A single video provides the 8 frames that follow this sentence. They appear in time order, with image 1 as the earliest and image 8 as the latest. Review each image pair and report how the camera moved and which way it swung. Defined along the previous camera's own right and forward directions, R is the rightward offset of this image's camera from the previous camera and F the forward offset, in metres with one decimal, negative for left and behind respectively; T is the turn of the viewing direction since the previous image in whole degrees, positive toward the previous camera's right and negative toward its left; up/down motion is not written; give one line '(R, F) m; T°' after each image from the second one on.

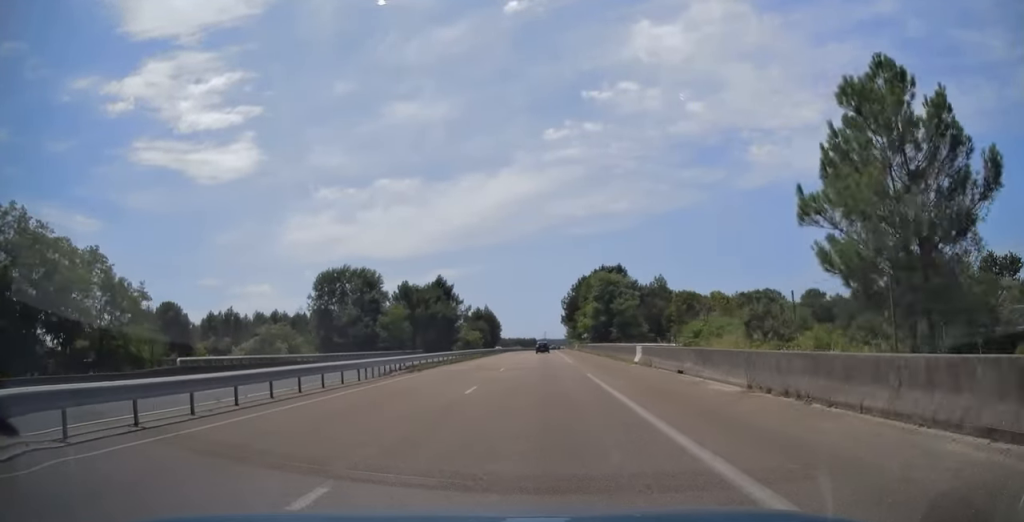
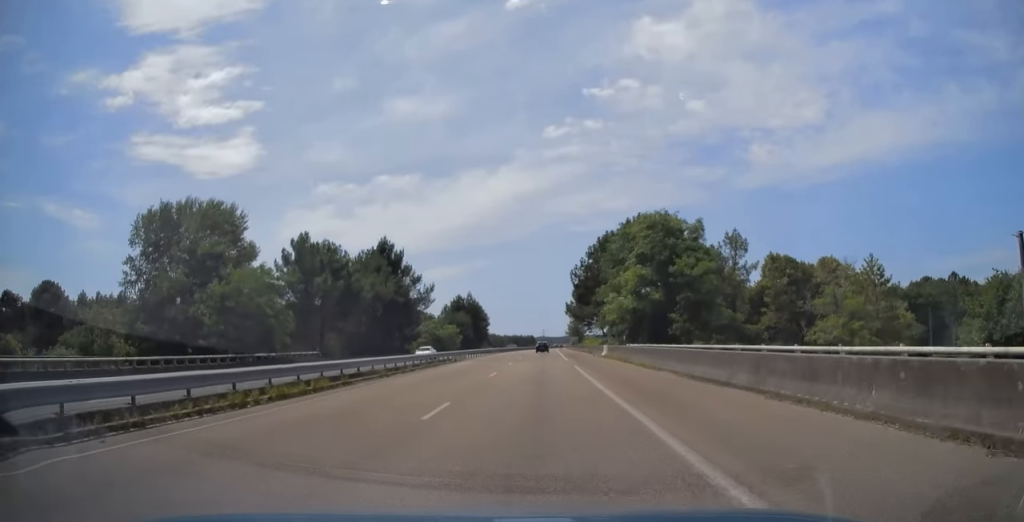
(0.0, +43.7) m; +1°
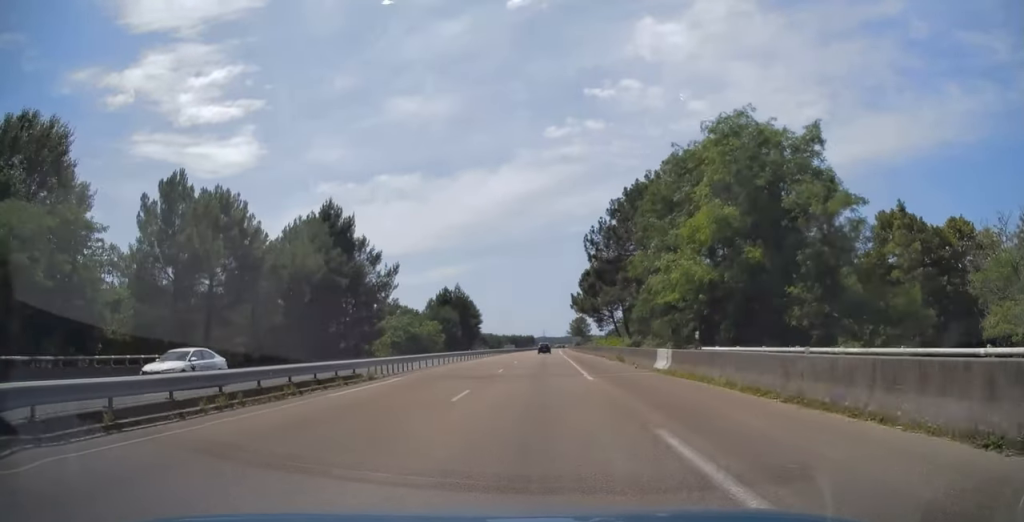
(+0.1, +22.7) m; 0°
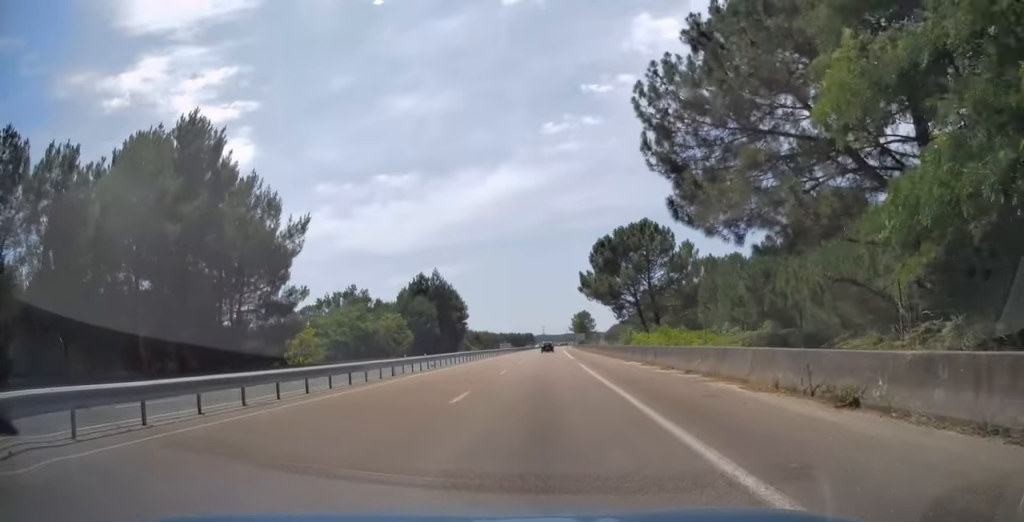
(0.0, +27.0) m; -1°
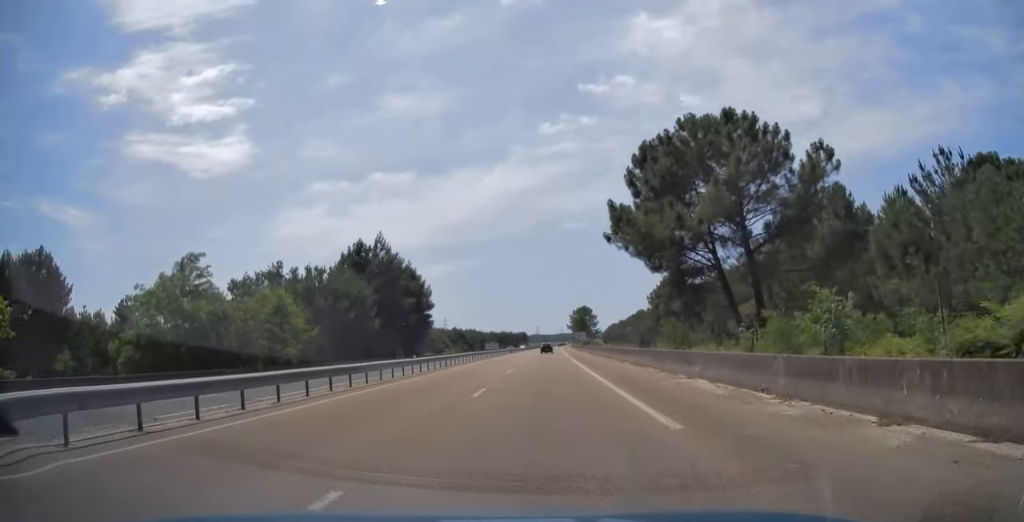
(-0.3, +36.1) m; 0°
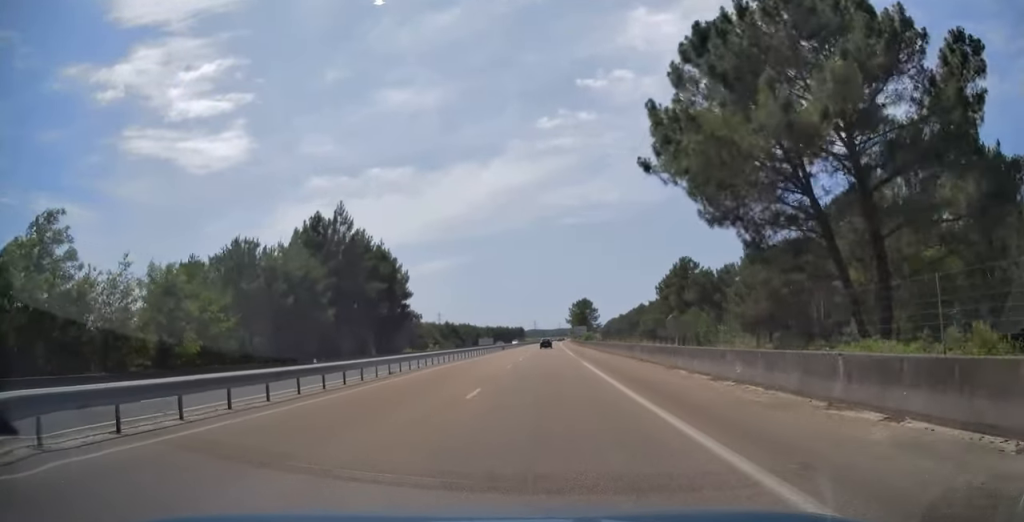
(+0.1, +14.6) m; +1°
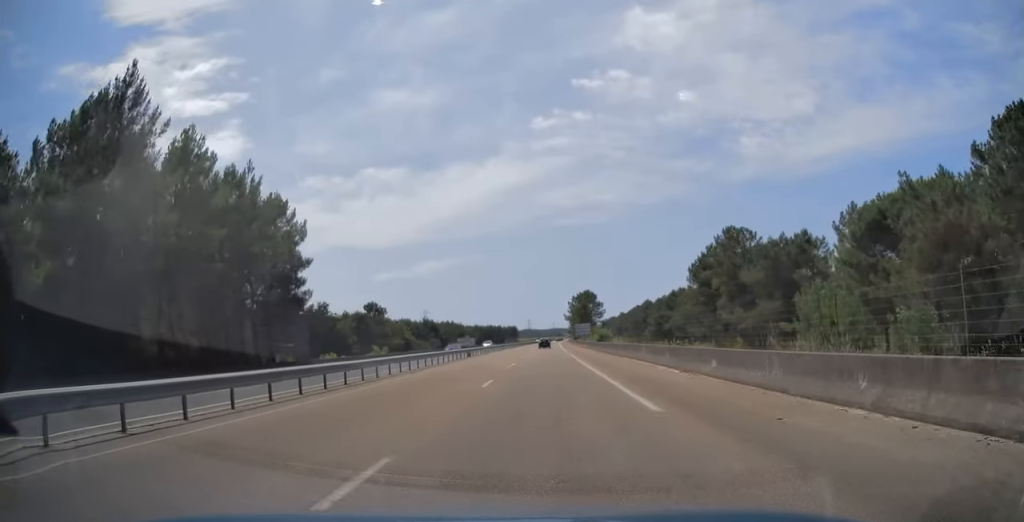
(+0.6, +35.6) m; +1°
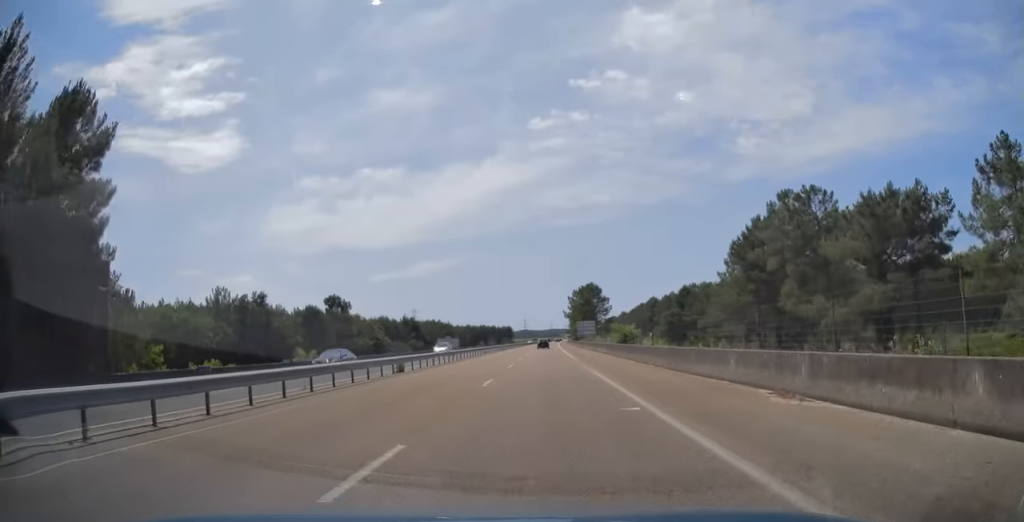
(-0.2, +24.9) m; 0°
